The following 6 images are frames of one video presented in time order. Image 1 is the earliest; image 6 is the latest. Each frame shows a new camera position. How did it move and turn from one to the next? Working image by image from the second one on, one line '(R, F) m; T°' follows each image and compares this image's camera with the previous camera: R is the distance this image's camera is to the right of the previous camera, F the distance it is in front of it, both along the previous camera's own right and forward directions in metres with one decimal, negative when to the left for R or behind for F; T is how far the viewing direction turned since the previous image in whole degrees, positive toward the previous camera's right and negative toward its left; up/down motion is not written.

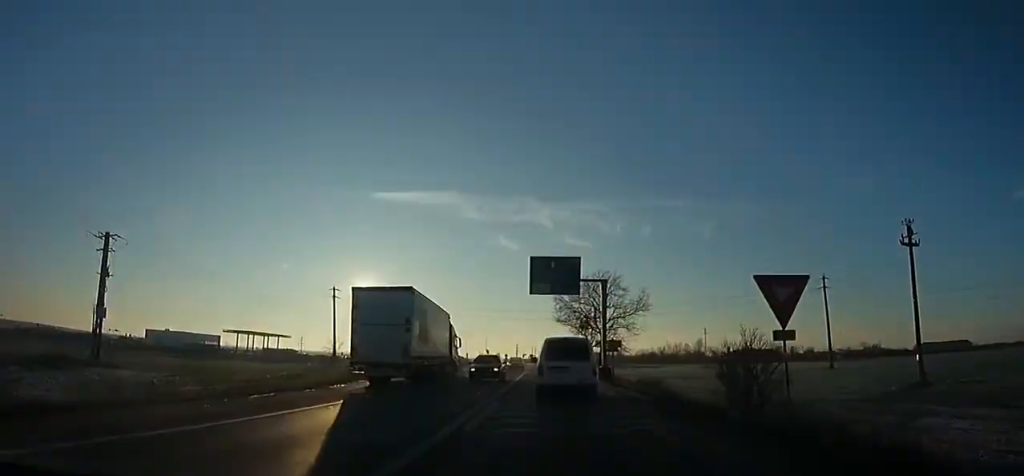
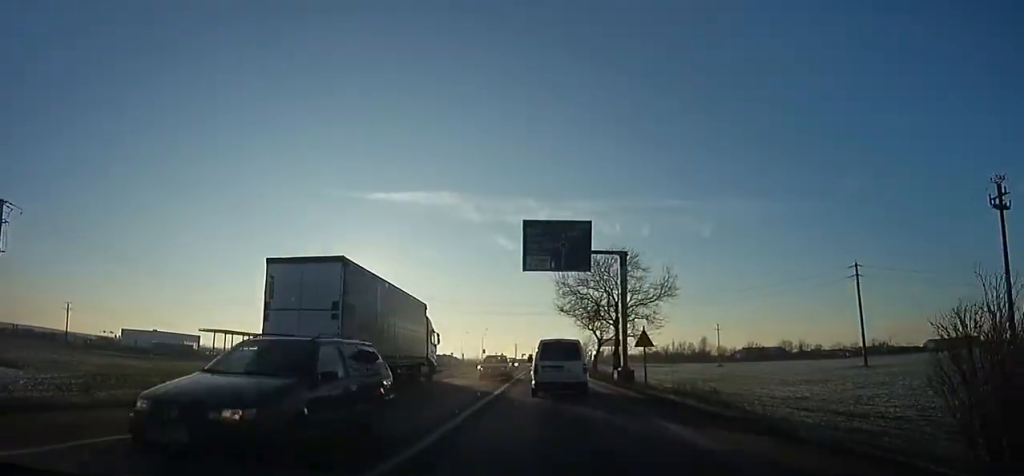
(+0.1, +13.7) m; -1°
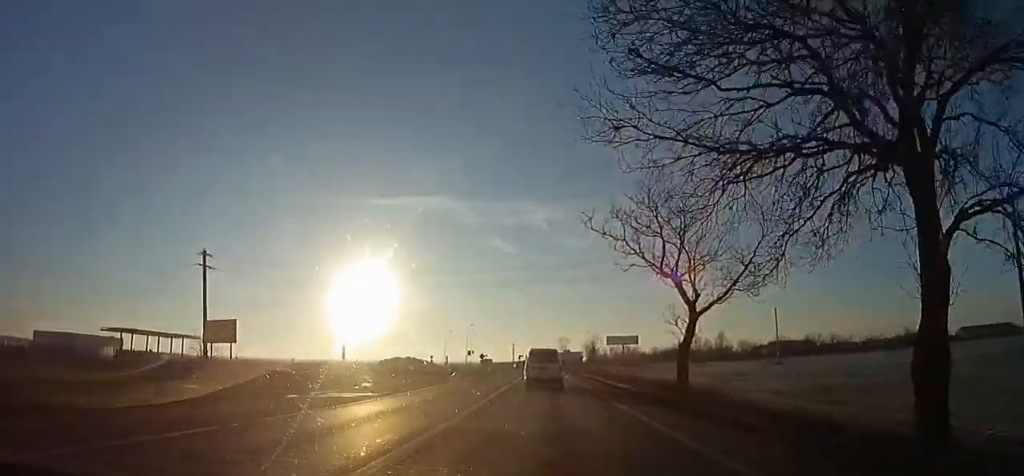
(-3.2, +39.1) m; -8°
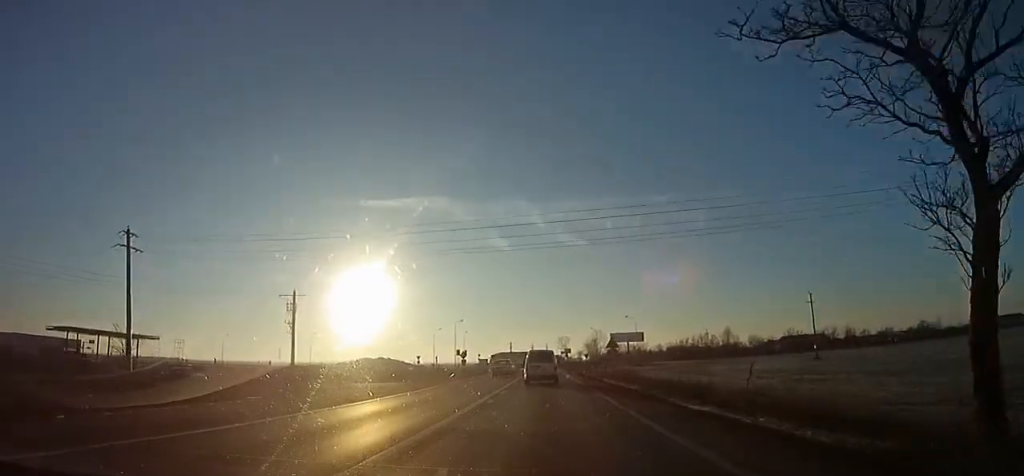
(-0.3, +14.3) m; 0°
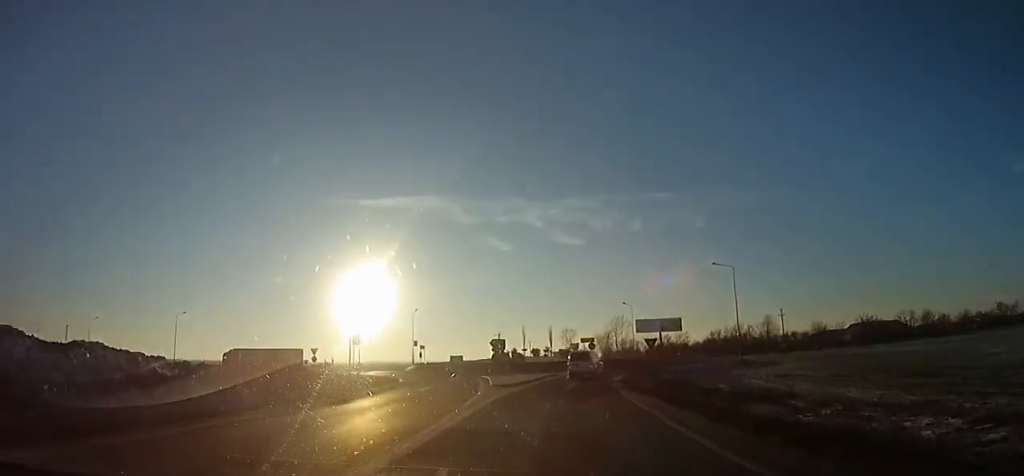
(+1.6, +56.3) m; +4°
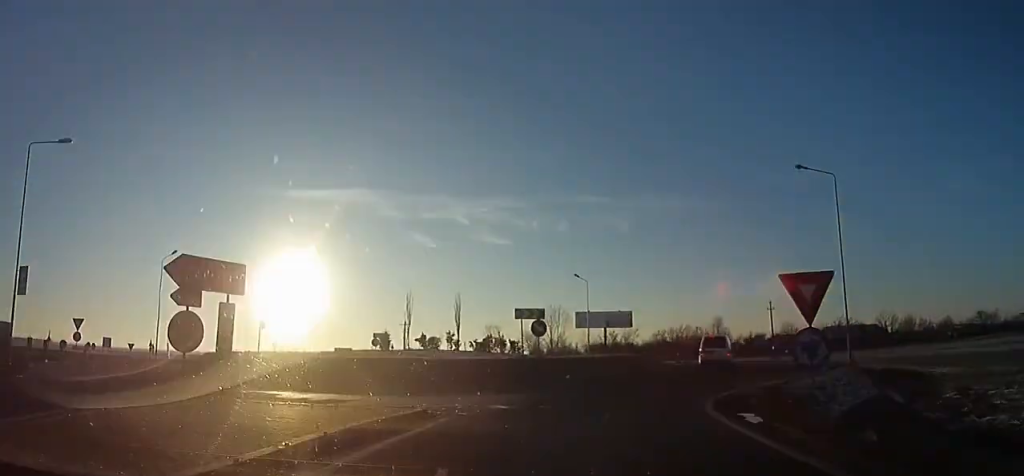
(+1.7, +27.0) m; +12°
